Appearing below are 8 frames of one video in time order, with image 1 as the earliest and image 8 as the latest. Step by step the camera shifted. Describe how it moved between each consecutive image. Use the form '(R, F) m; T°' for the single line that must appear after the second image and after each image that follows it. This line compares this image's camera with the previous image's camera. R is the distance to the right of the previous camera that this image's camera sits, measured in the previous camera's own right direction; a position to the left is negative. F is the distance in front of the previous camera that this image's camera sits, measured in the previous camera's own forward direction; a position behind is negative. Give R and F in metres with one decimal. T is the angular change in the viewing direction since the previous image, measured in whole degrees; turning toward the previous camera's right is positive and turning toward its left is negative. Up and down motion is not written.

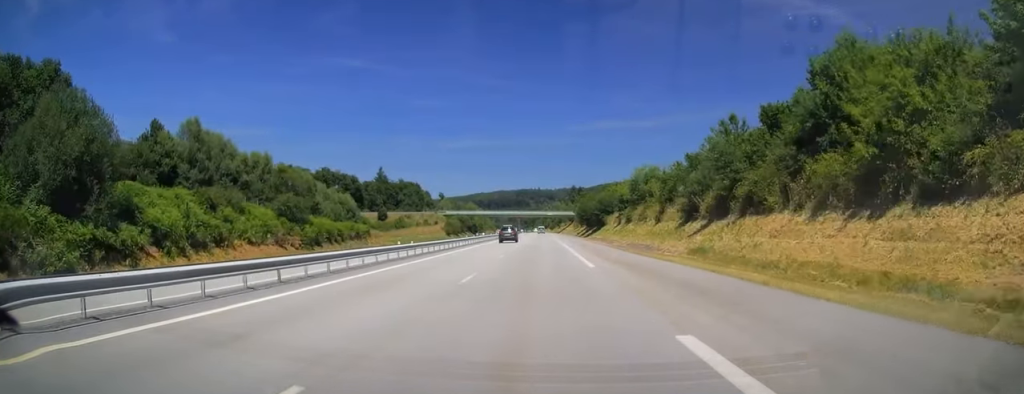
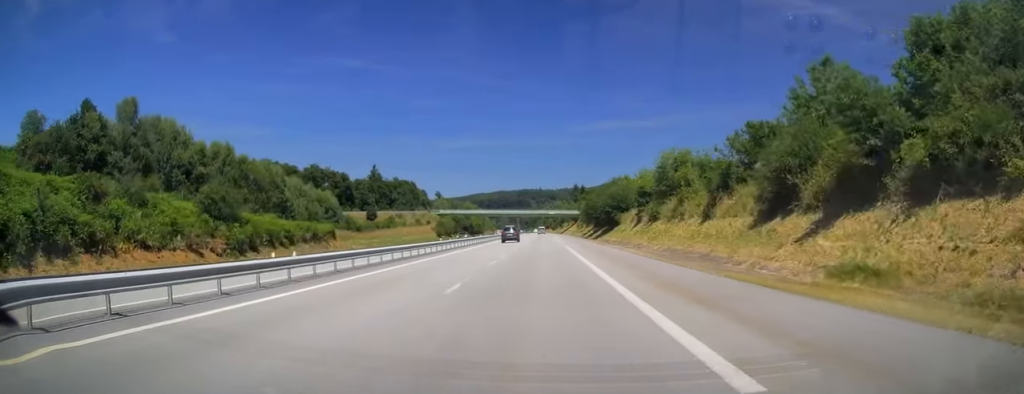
(0.0, +15.4) m; 0°
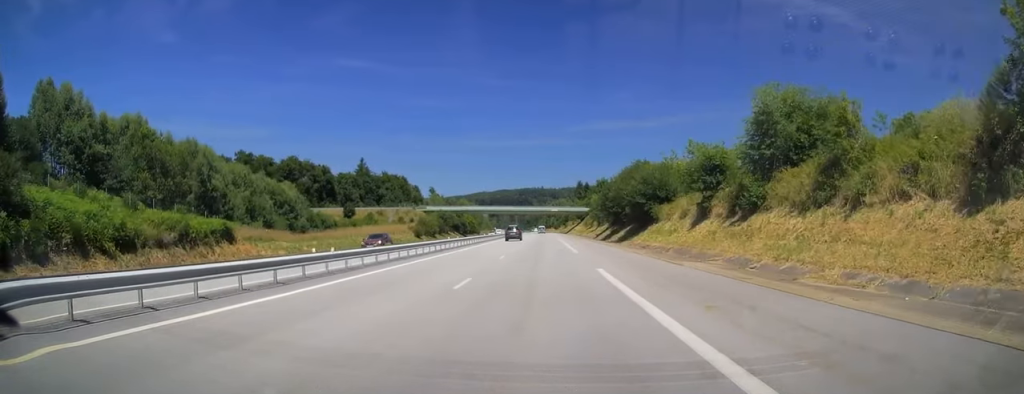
(0.0, +25.1) m; 0°
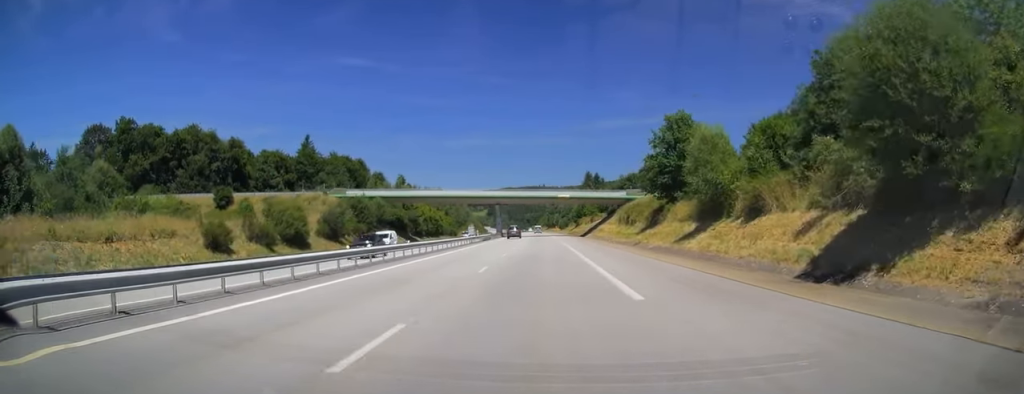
(-0.1, +72.7) m; 0°
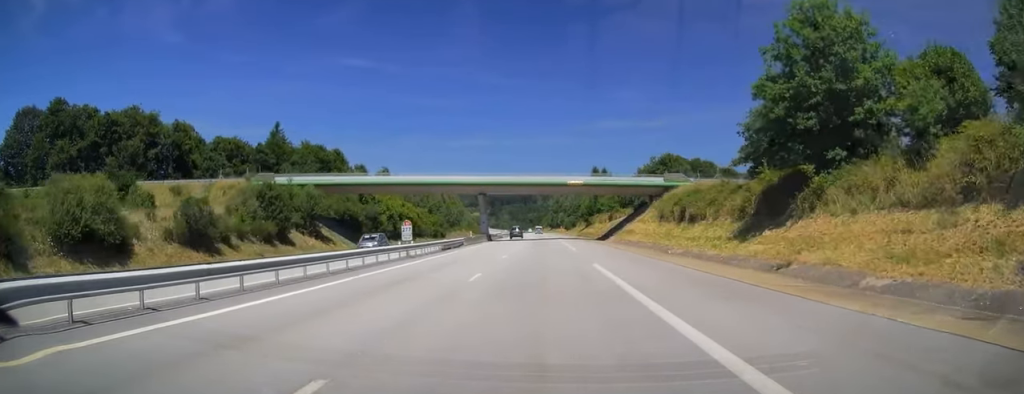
(-0.1, +29.2) m; 0°
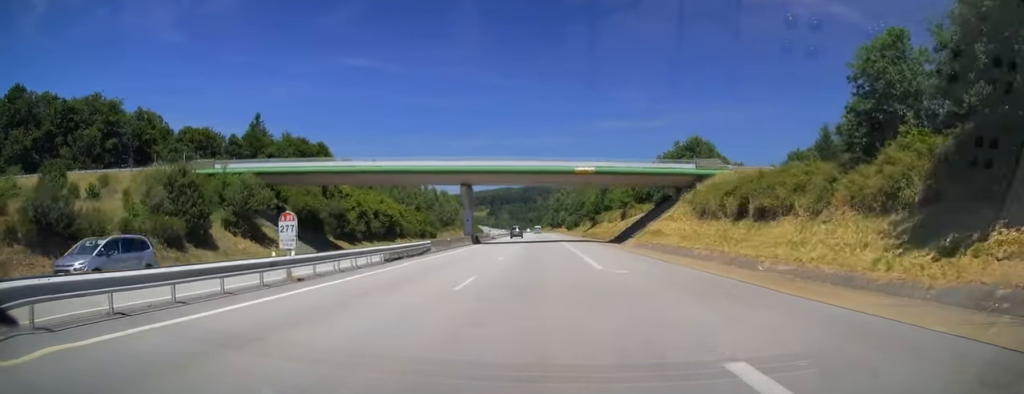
(0.0, +14.9) m; 0°
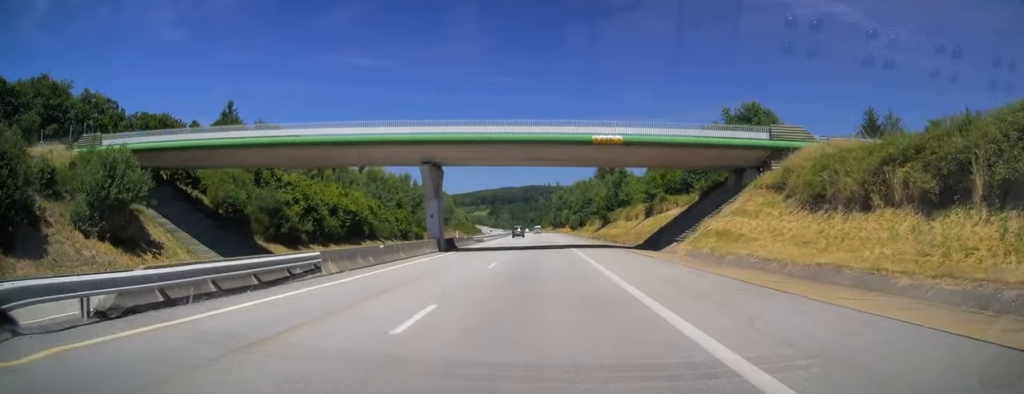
(0.0, +18.4) m; 0°
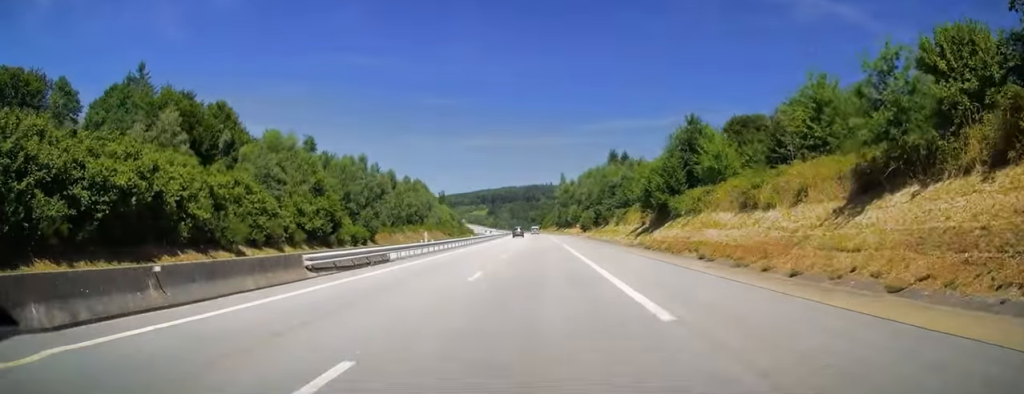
(-0.3, +43.6) m; -1°
